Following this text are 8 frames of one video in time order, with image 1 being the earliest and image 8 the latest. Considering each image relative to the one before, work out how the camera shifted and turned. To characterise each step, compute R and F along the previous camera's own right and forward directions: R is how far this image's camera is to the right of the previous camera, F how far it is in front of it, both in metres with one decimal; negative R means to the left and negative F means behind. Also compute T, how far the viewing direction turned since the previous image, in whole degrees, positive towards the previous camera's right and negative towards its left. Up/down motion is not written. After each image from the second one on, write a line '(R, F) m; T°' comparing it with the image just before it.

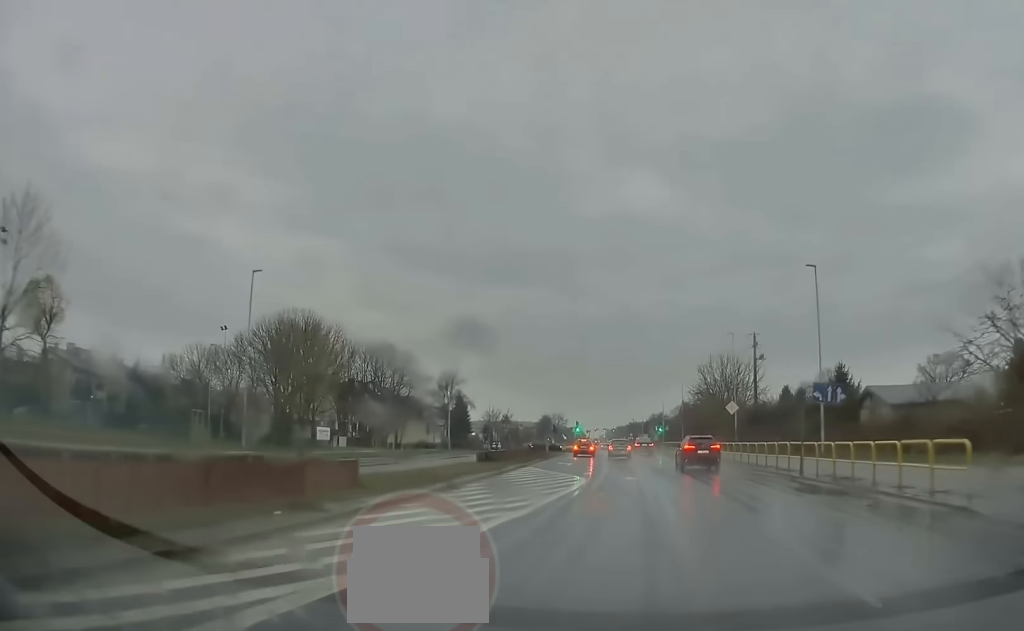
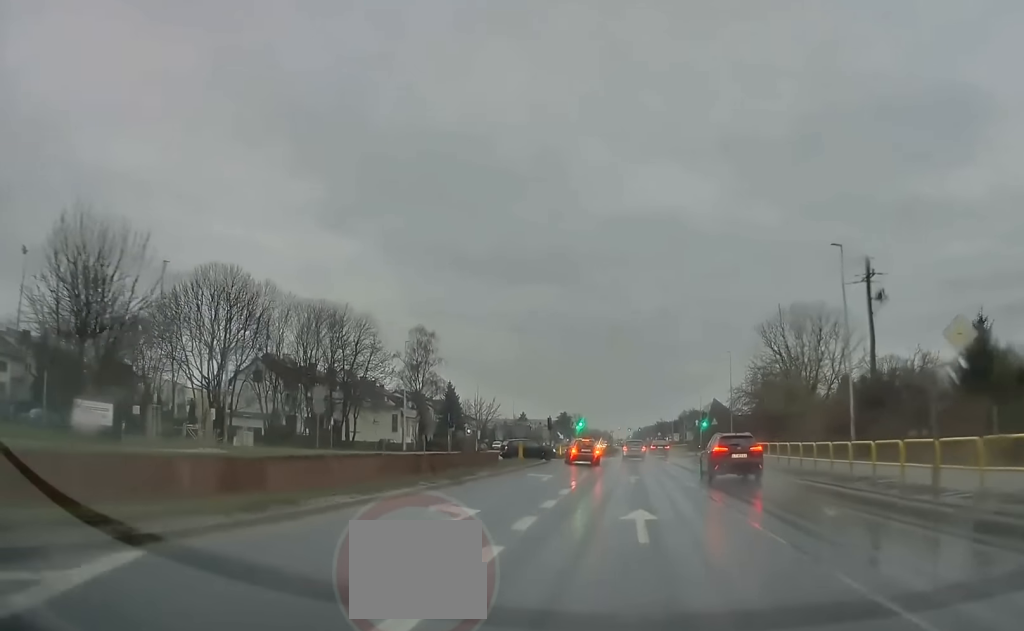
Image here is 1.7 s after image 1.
(-0.2, +30.5) m; -2°
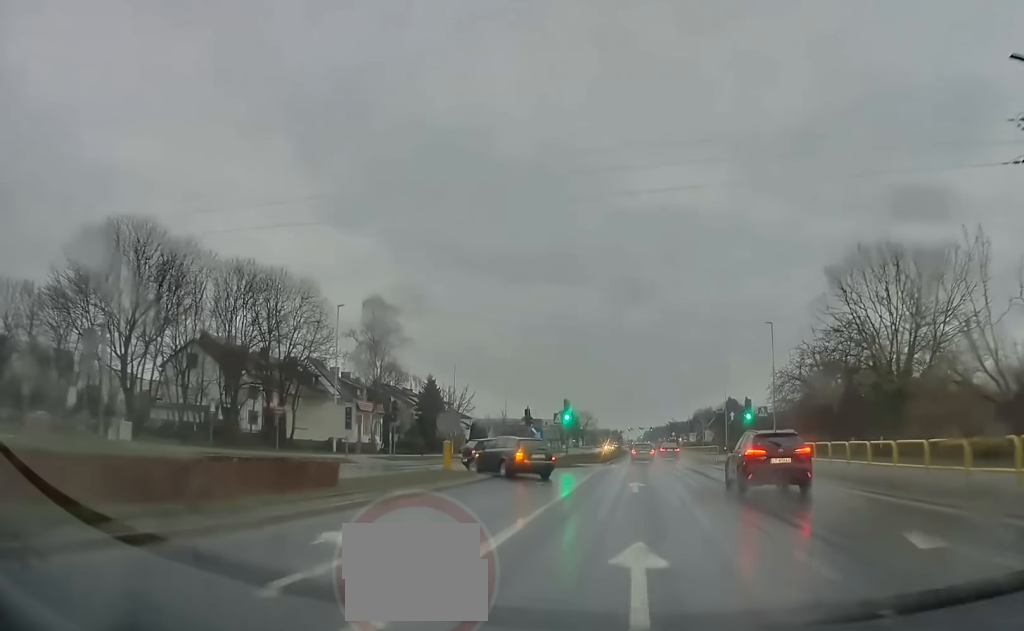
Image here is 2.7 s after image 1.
(-0.4, +19.5) m; -1°
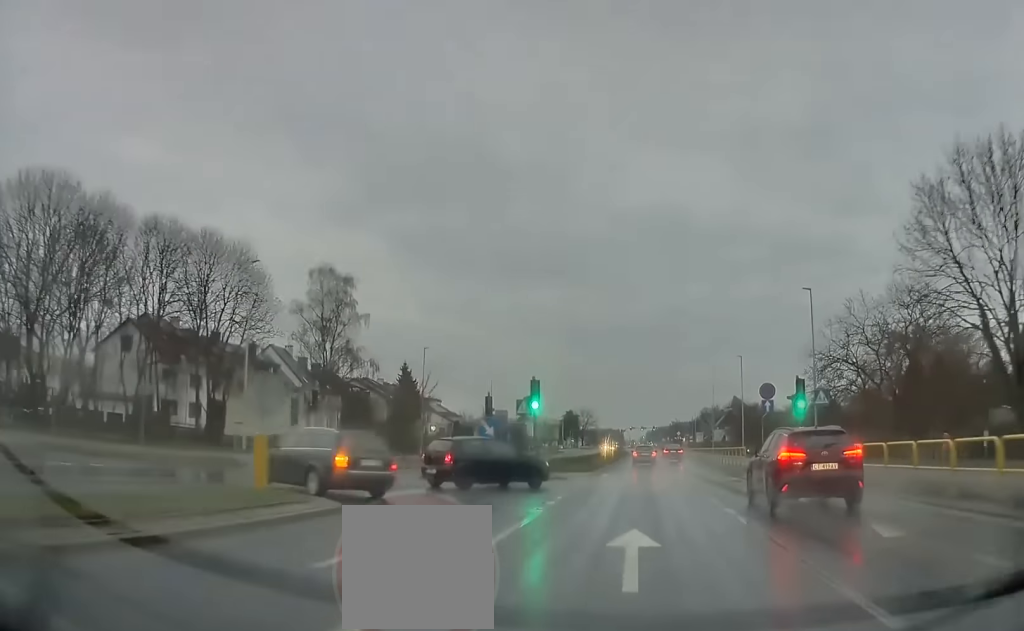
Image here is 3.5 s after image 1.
(-0.2, +13.3) m; 0°
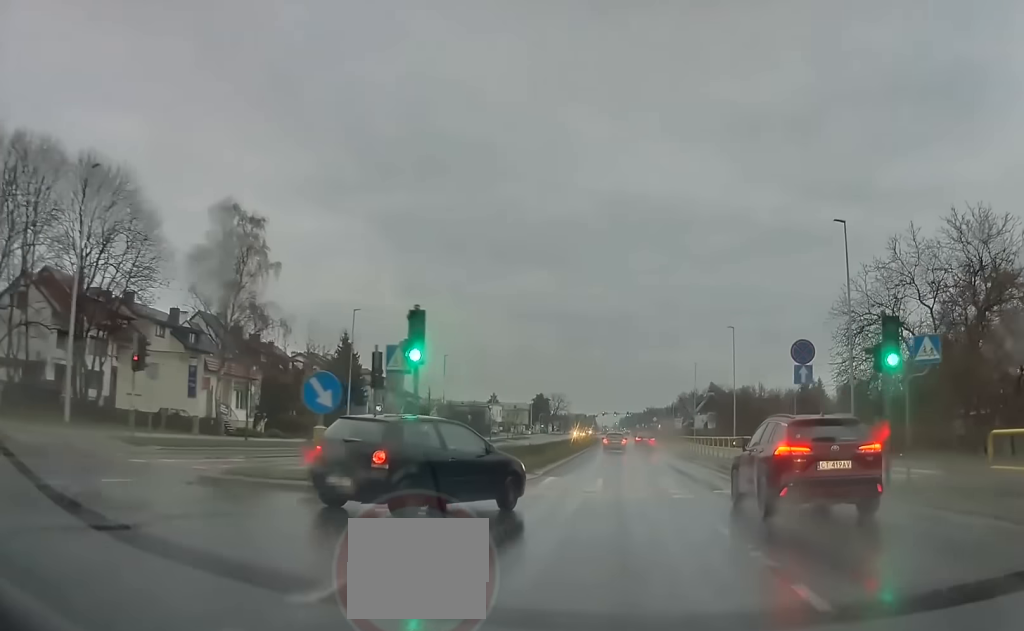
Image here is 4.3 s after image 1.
(+0.2, +13.8) m; +1°
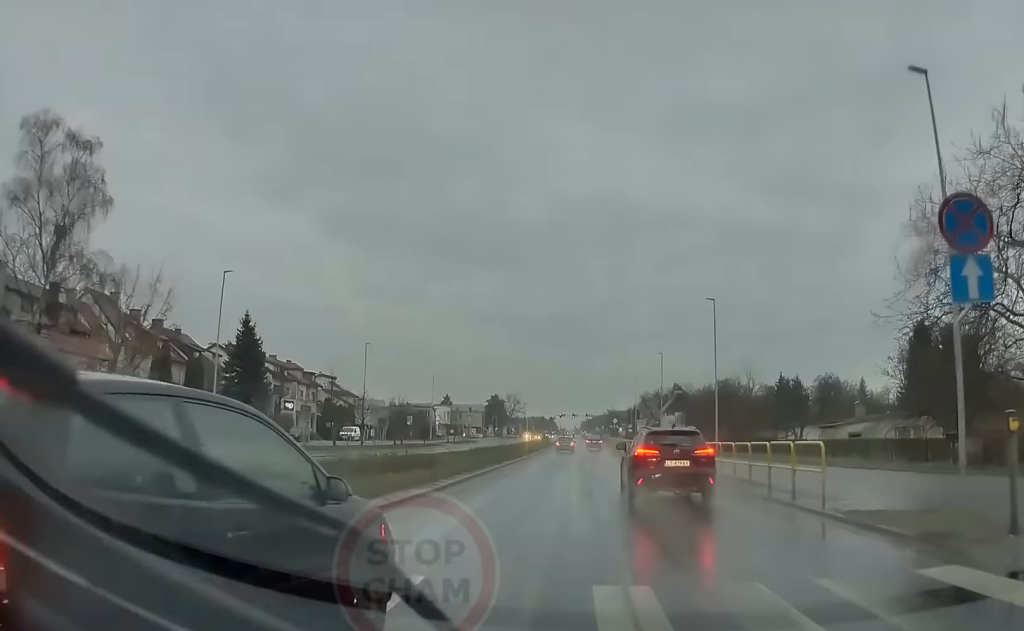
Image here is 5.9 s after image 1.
(+0.5, +20.9) m; +3°
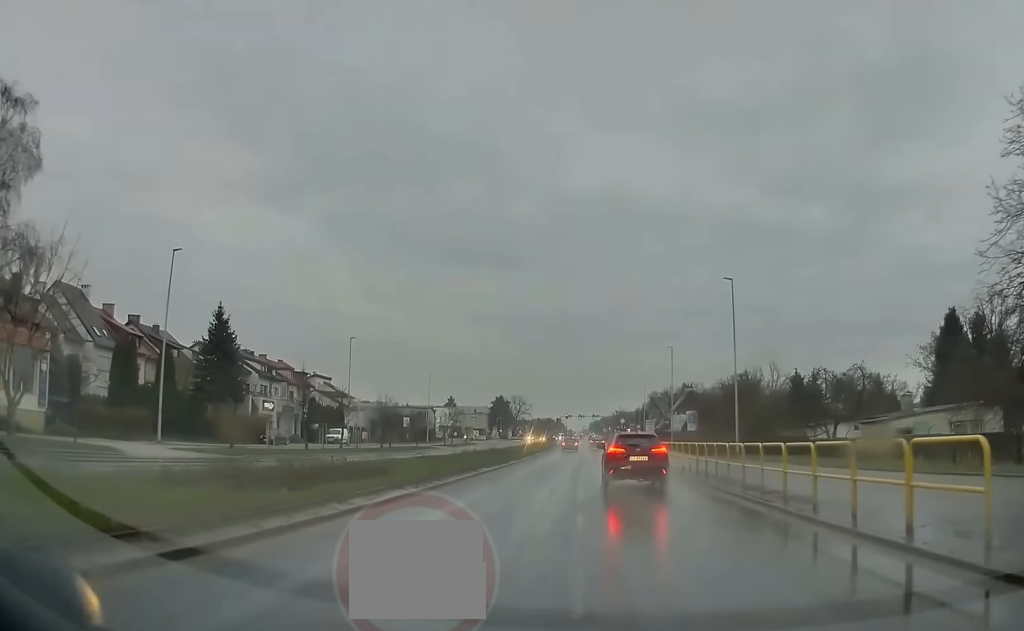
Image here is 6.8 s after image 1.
(+0.1, +9.2) m; 0°
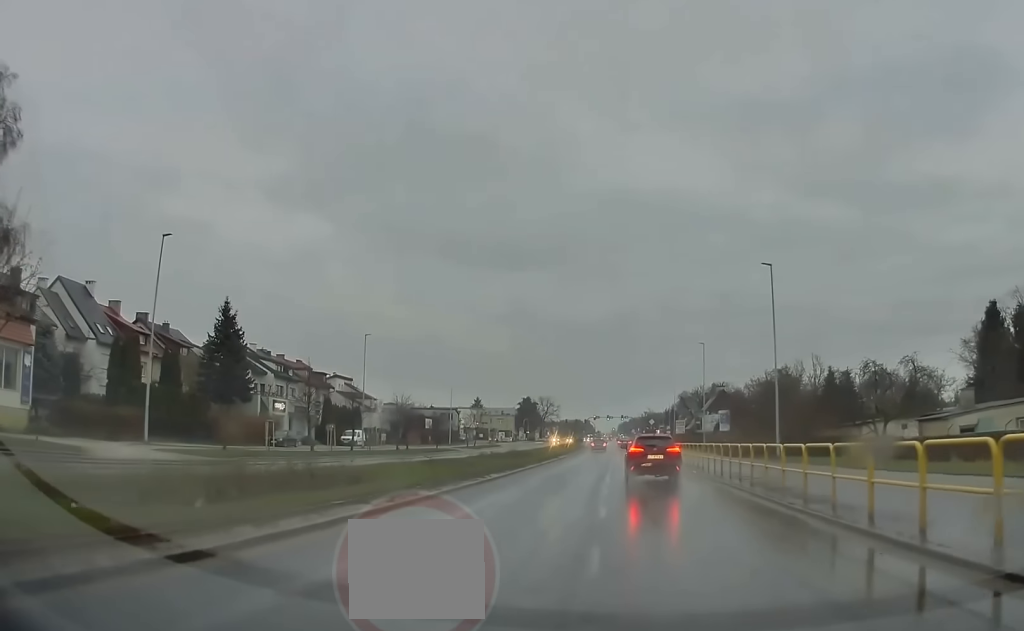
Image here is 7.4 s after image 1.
(+0.1, +4.8) m; -1°
